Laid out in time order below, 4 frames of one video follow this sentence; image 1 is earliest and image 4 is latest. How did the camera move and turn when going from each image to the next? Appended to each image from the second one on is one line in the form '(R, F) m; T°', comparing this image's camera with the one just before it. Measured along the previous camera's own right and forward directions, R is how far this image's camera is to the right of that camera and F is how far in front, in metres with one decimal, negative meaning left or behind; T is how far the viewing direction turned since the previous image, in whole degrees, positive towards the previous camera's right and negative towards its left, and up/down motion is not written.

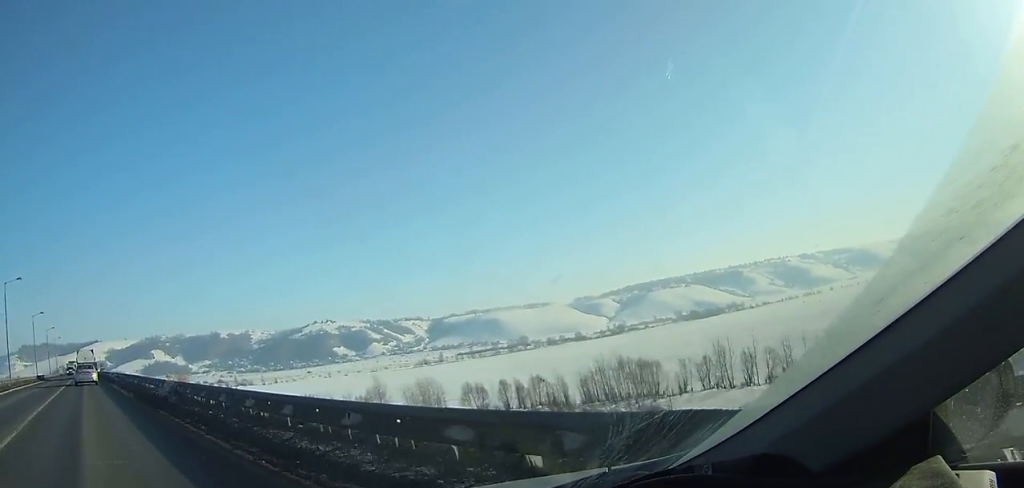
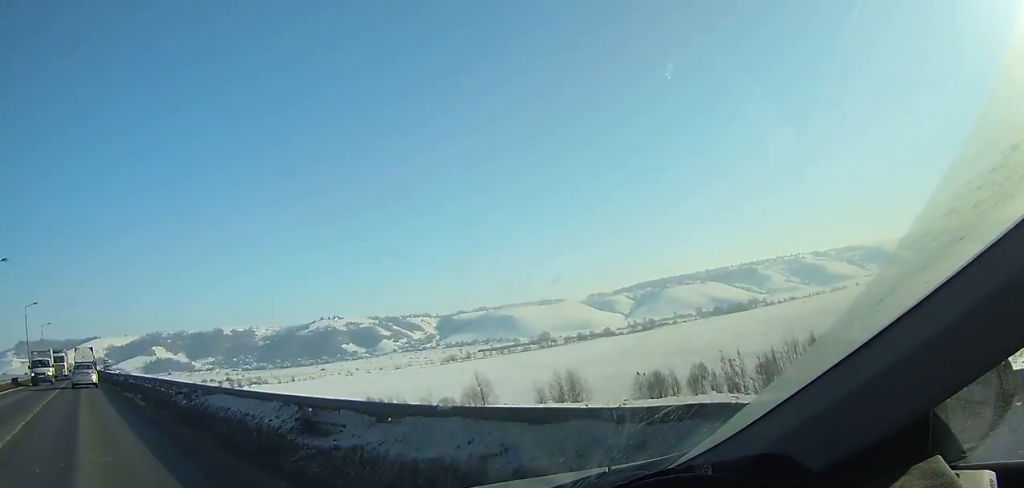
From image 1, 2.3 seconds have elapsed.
(-0.1, +49.9) m; 0°
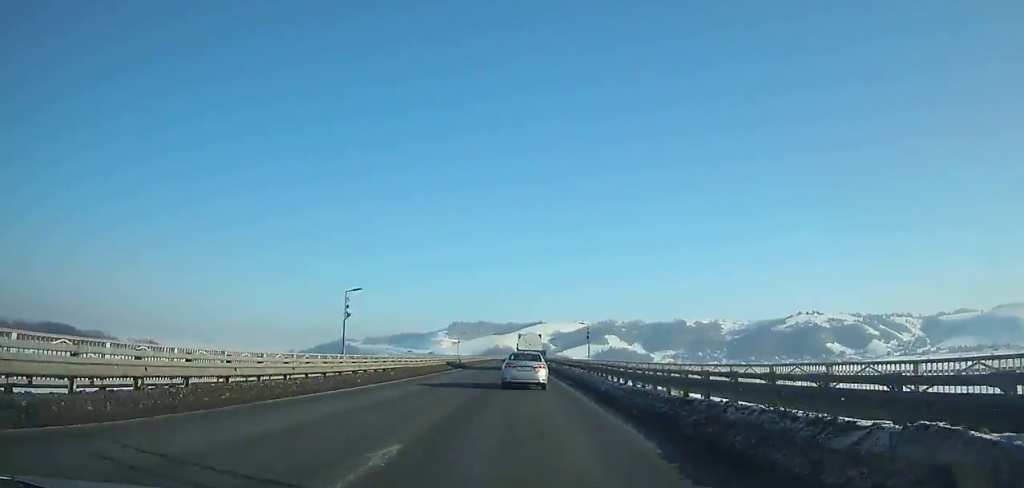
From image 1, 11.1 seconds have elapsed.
(-1.1, +172.5) m; 0°
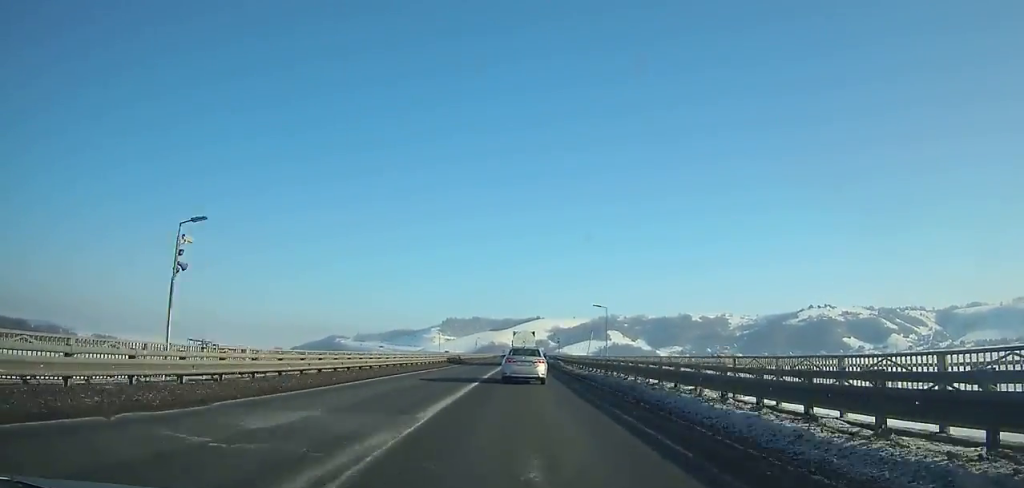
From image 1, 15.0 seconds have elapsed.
(+0.2, +69.5) m; 0°
